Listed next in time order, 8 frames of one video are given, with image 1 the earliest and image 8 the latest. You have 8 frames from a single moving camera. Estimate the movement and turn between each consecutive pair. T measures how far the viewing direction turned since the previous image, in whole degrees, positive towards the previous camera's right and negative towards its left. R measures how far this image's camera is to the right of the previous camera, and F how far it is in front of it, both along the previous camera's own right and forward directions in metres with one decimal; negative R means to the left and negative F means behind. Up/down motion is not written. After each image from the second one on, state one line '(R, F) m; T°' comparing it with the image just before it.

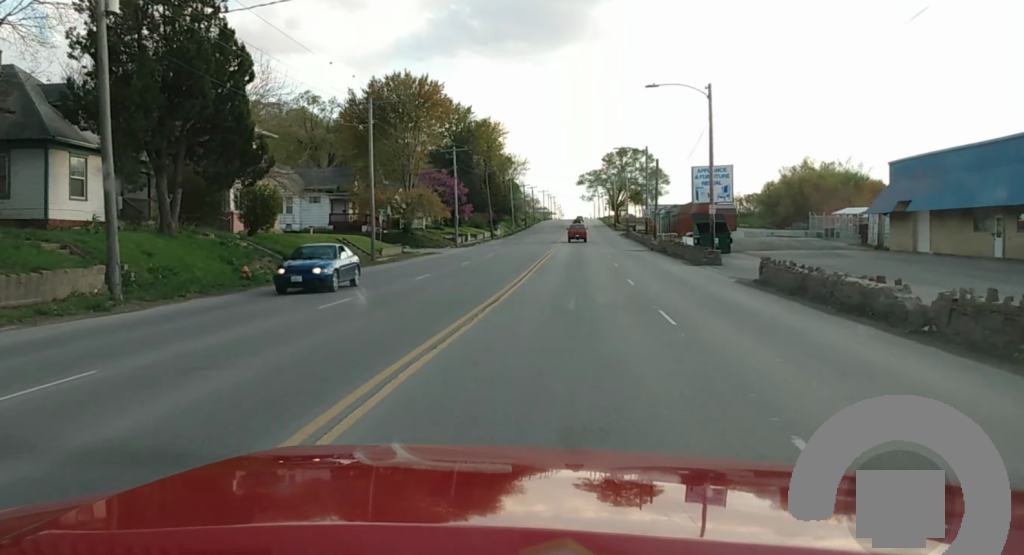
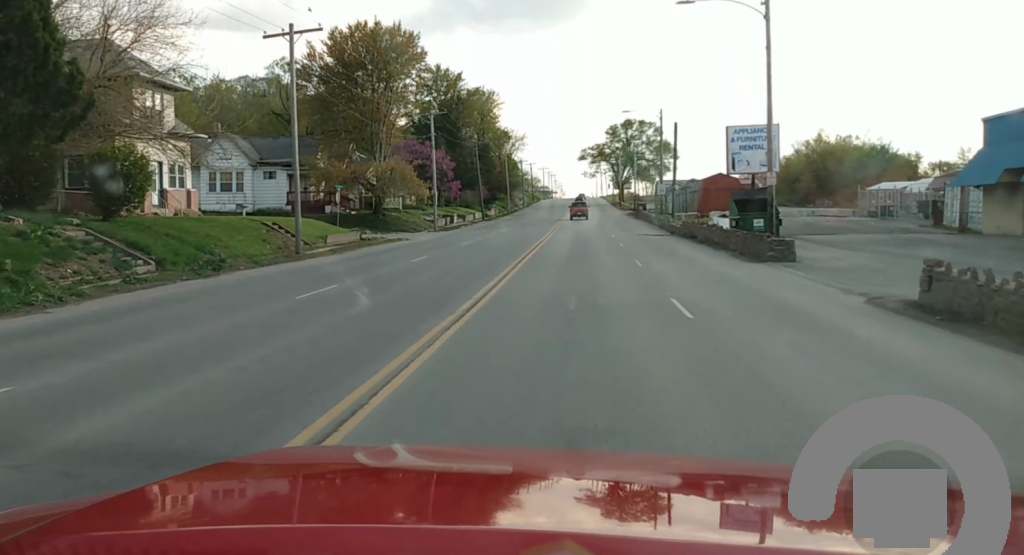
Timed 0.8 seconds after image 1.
(+0.3, +14.1) m; +1°
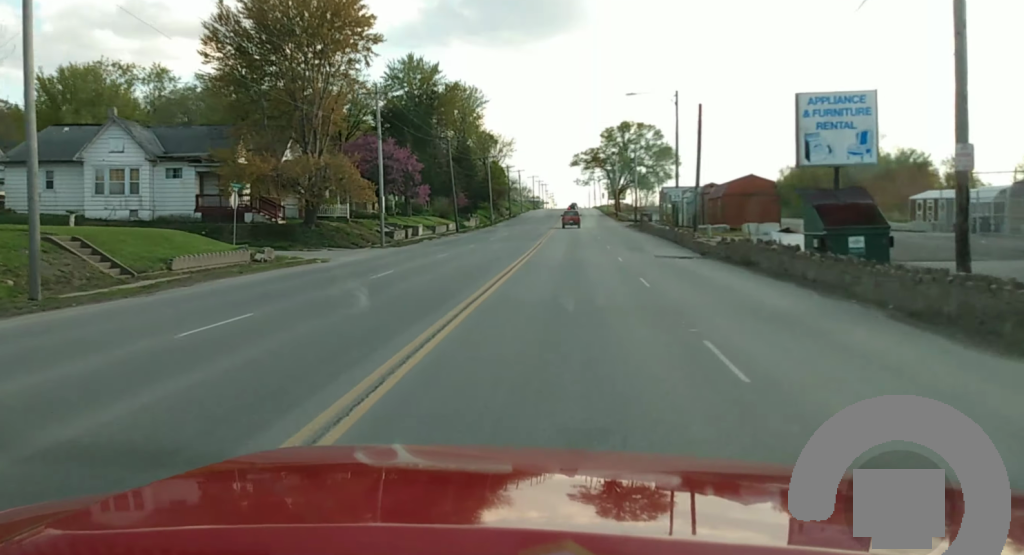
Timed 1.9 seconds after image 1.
(0.0, +18.2) m; -2°
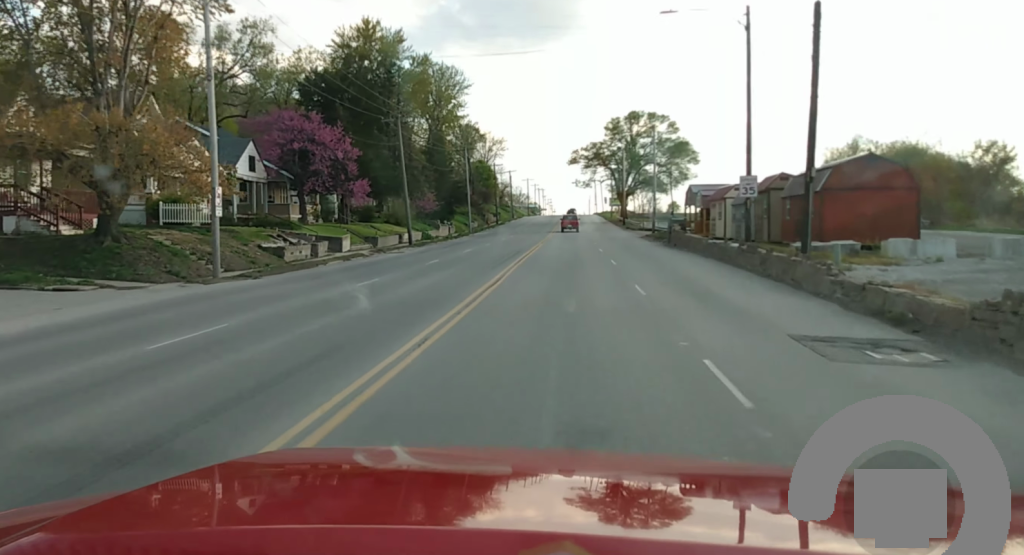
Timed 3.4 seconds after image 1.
(+0.1, +24.9) m; +2°
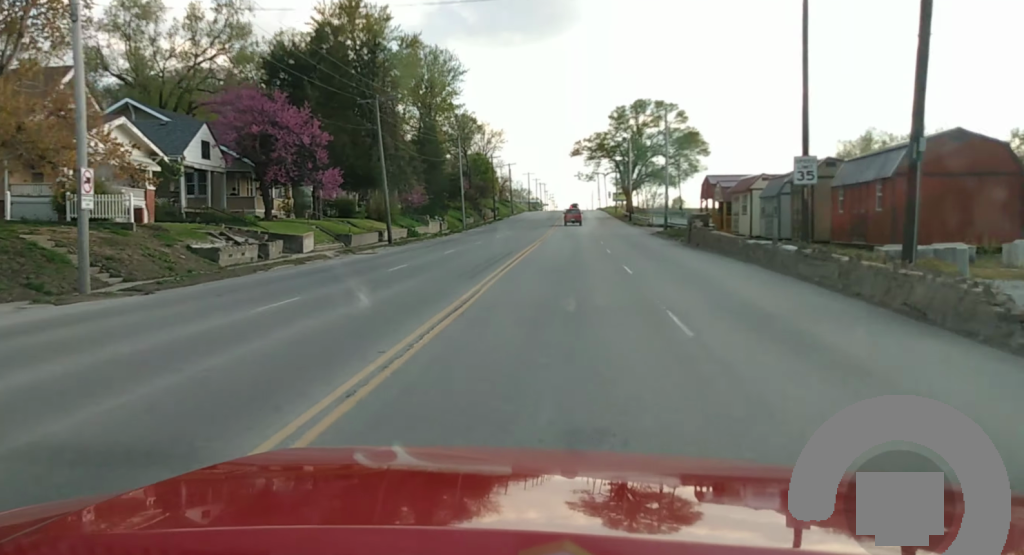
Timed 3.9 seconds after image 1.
(+0.2, +8.1) m; +1°
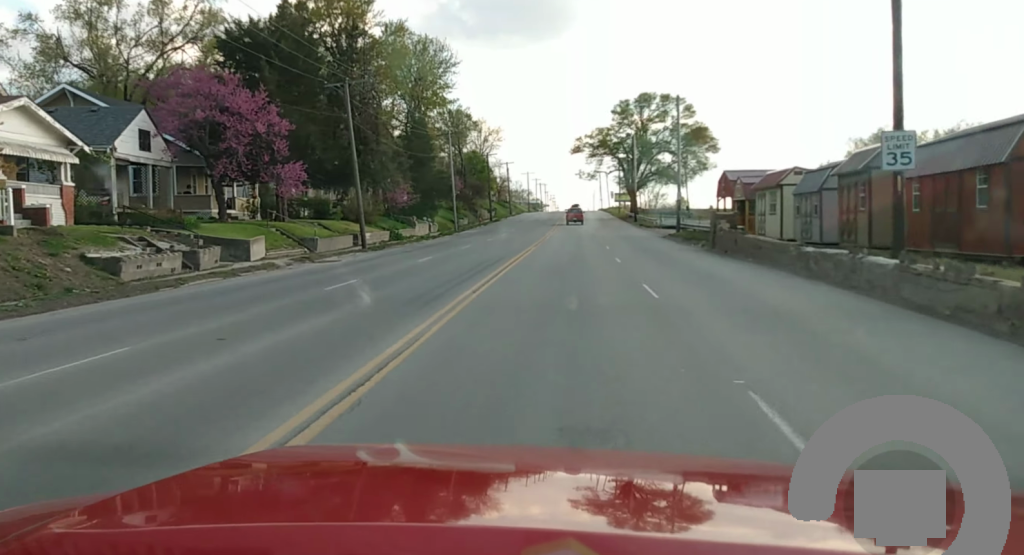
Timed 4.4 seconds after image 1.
(0.0, +8.1) m; 0°
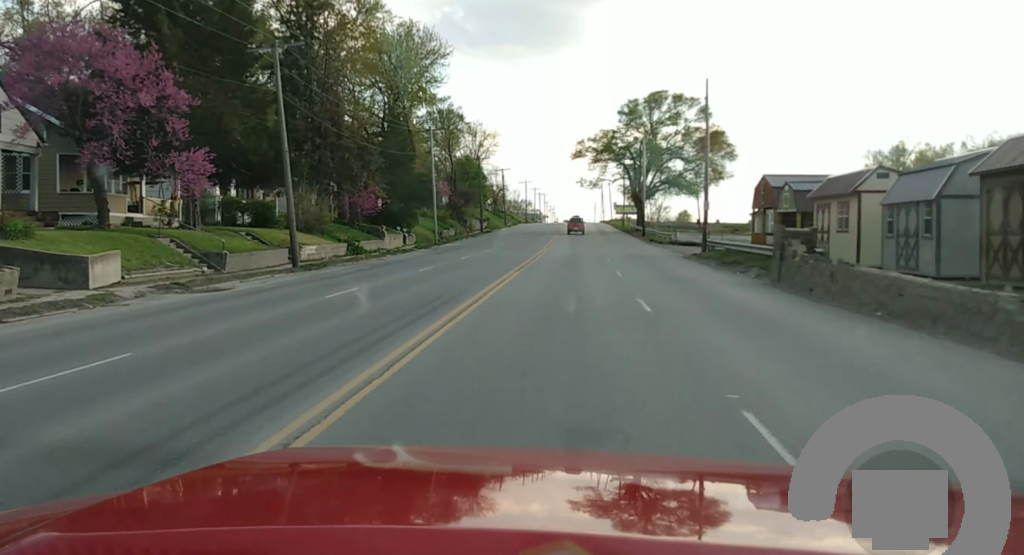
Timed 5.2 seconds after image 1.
(-0.1, +12.7) m; -1°
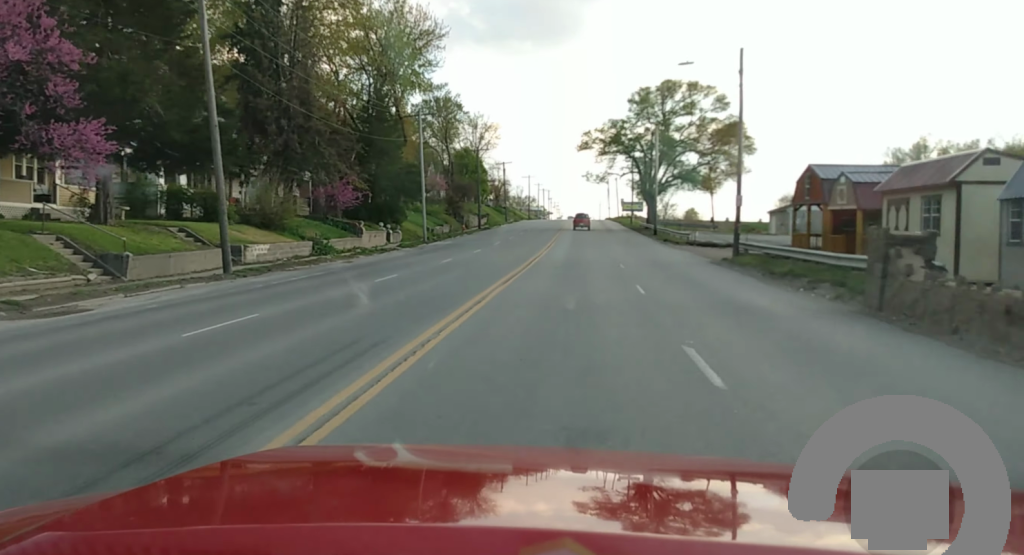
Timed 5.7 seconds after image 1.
(-0.1, +8.0) m; 0°
